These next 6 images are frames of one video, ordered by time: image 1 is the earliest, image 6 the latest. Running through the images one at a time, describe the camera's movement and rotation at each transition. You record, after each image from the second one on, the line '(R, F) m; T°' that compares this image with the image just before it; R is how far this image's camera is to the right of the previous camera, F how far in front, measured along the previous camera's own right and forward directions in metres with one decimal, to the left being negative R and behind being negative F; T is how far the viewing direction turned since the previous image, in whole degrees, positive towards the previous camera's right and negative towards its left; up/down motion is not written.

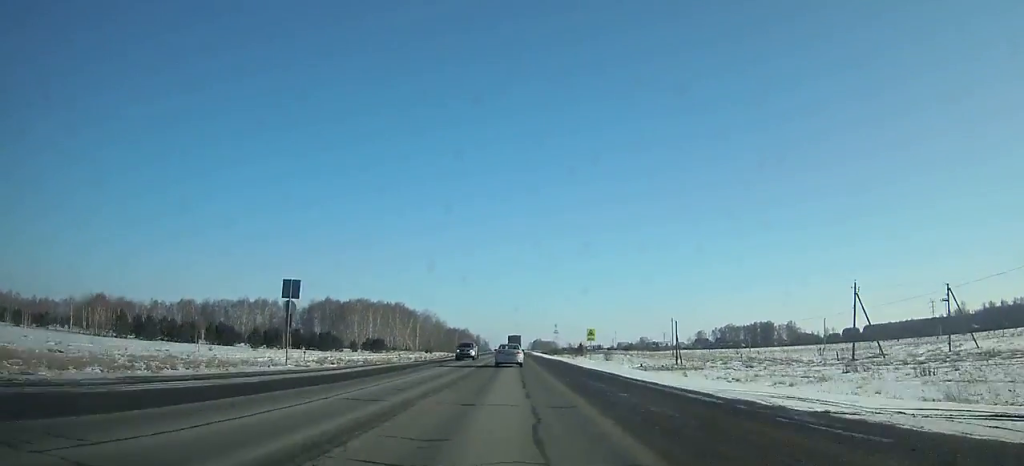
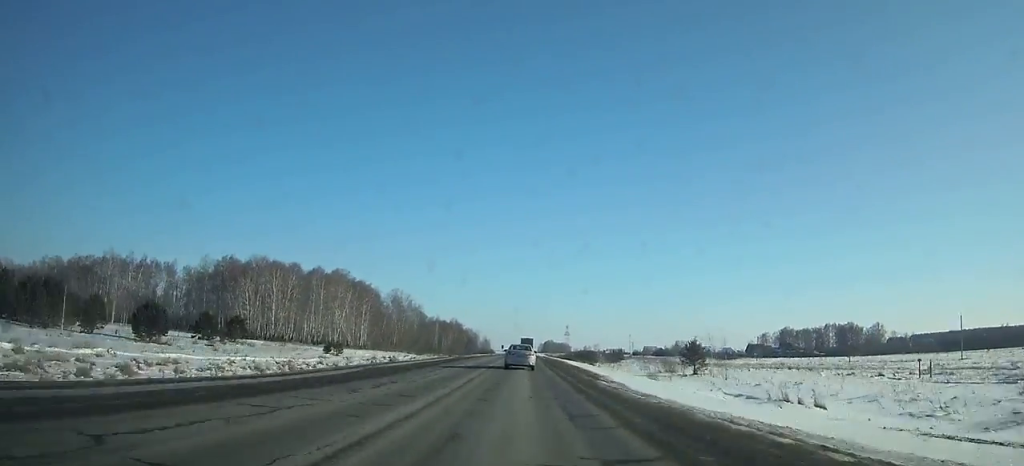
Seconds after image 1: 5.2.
(-0.1, +106.9) m; 0°
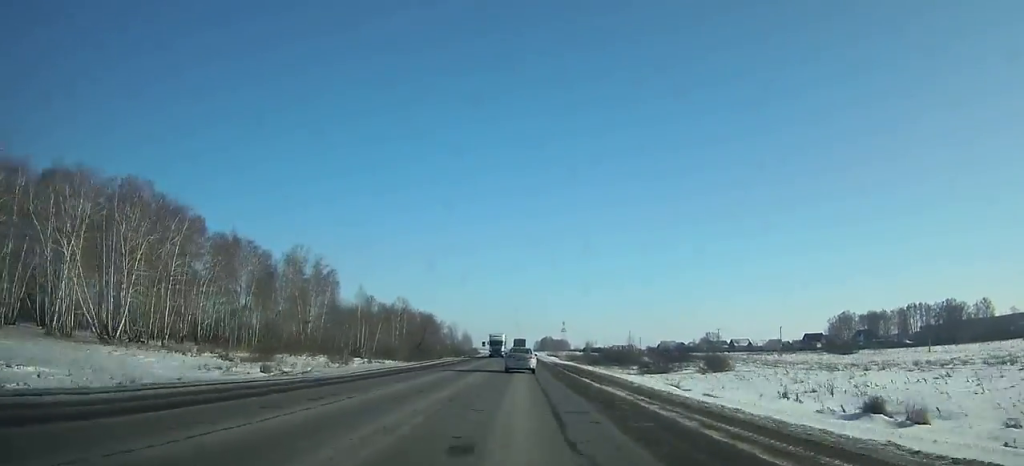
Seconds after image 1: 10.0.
(+0.2, +99.8) m; 0°
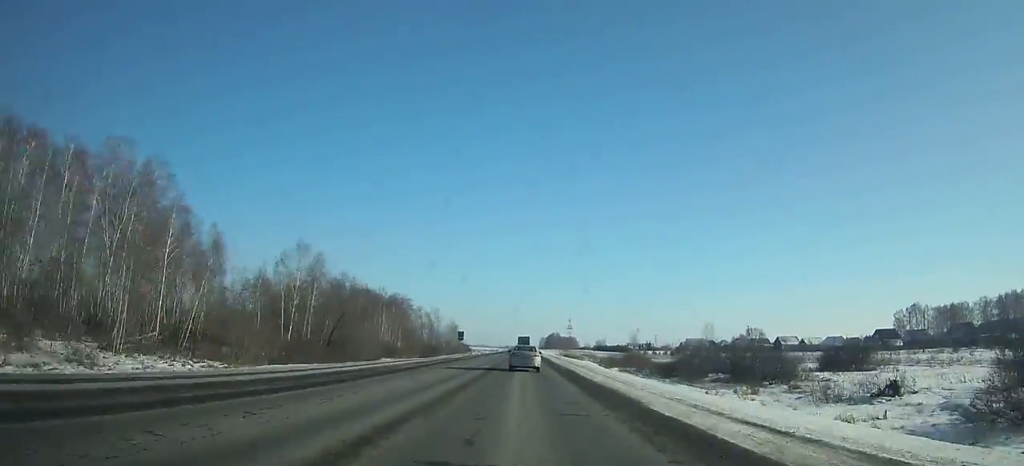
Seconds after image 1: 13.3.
(-0.2, +70.1) m; 0°
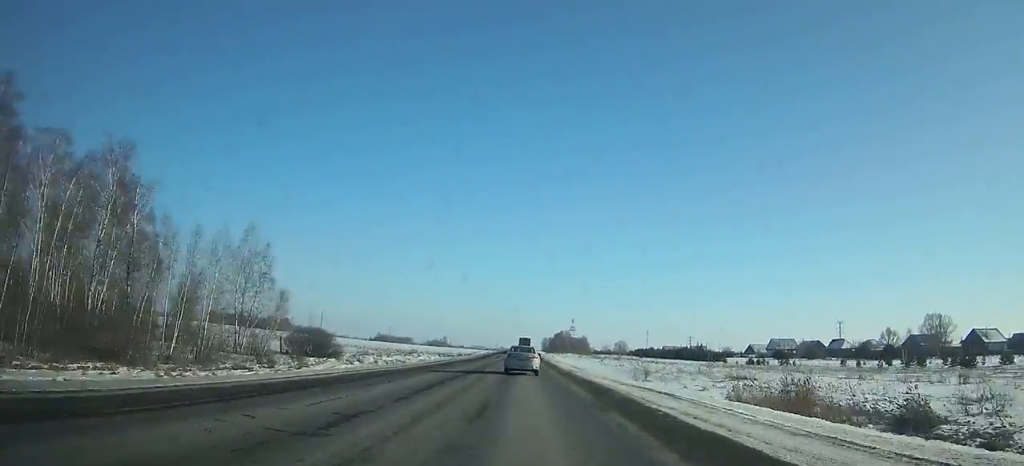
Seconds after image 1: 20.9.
(-0.2, +164.2) m; 0°
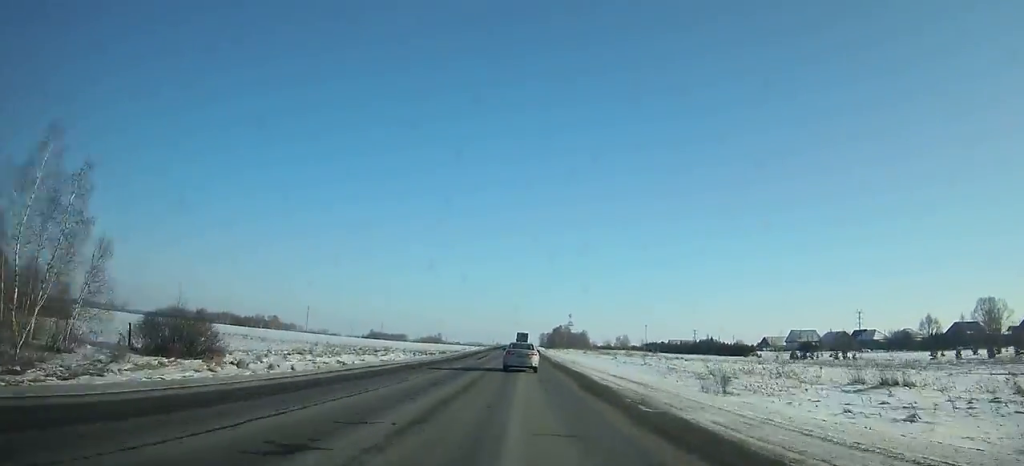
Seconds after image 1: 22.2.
(0.0, +28.0) m; 0°
